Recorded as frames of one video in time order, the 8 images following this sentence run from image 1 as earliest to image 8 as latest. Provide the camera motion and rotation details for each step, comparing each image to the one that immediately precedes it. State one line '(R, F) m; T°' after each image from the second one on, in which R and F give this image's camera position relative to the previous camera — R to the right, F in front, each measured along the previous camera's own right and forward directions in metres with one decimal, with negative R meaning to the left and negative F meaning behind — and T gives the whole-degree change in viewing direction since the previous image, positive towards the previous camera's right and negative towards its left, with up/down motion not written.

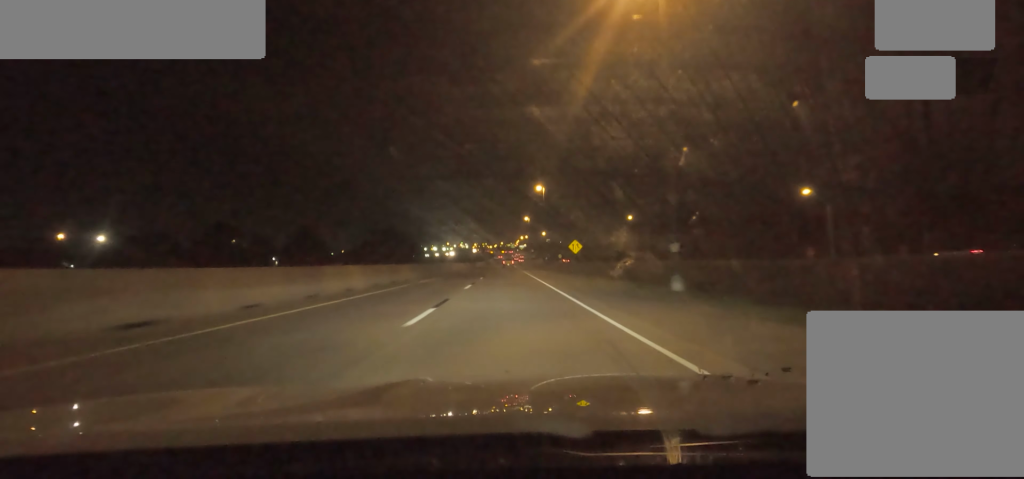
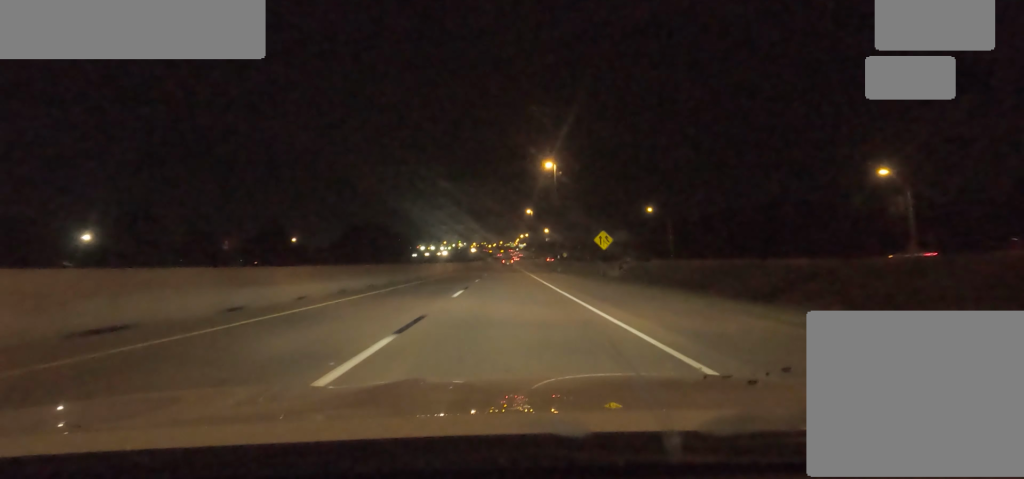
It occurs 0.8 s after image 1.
(+0.7, +19.2) m; 0°
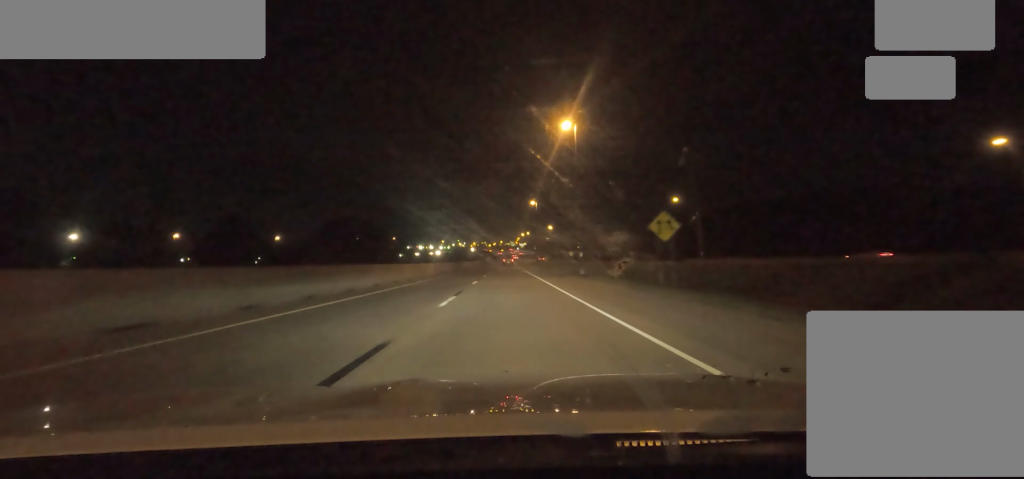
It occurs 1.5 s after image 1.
(-1.1, +18.1) m; 0°
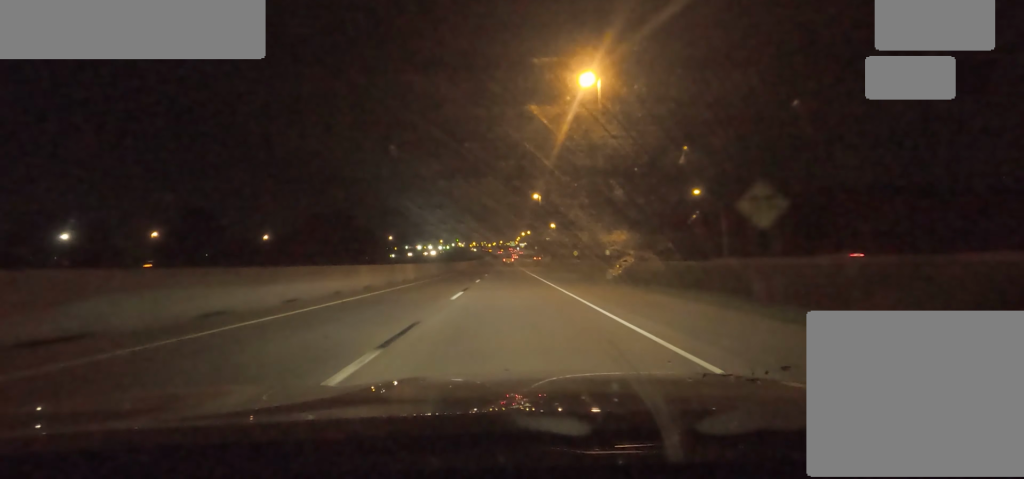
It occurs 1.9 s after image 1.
(+0.3, +11.6) m; 0°
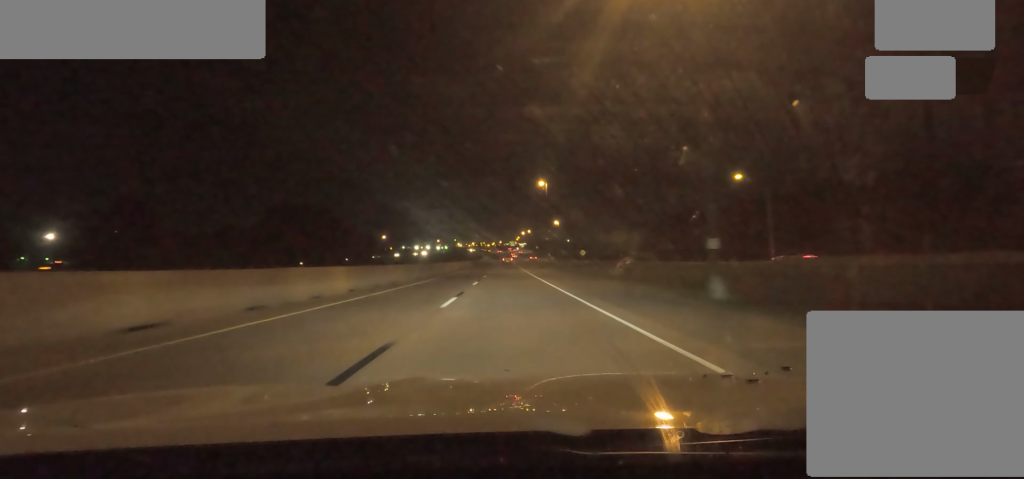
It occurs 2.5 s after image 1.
(+0.9, +16.4) m; 0°
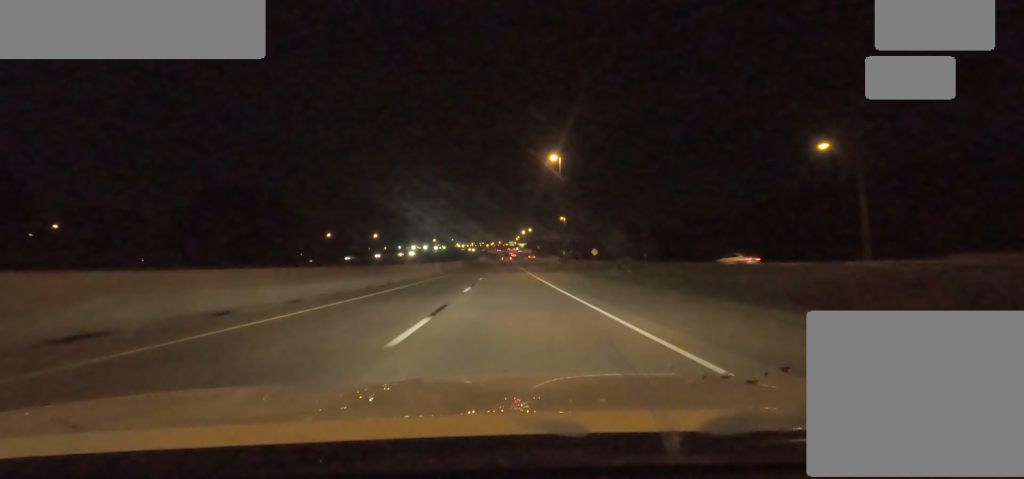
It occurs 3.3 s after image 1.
(-1.0, +19.6) m; 0°
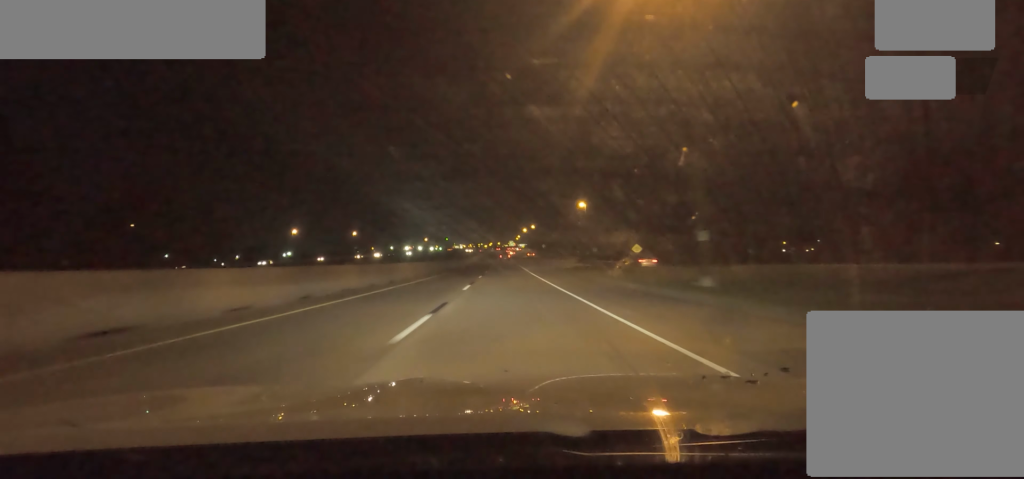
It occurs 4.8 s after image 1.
(+0.9, +41.0) m; -1°
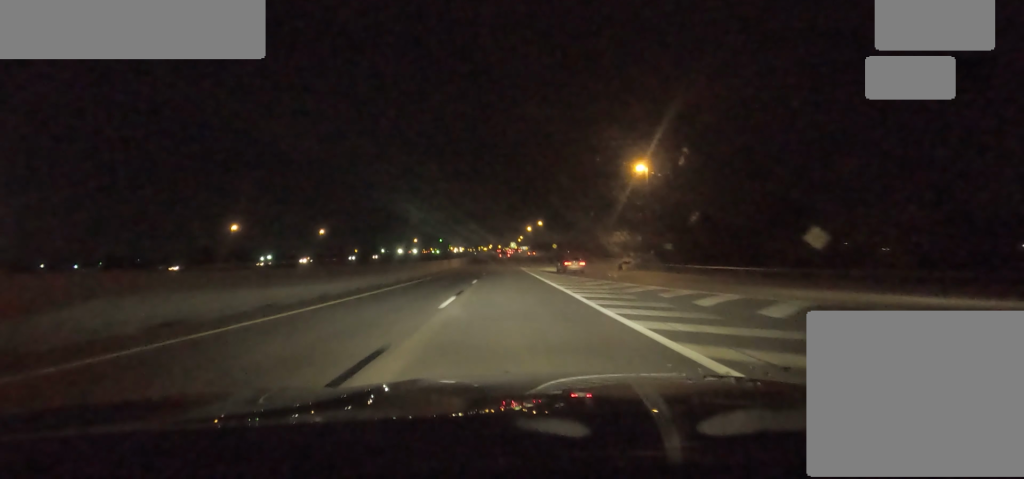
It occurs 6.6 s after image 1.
(-1.6, +47.9) m; +1°
